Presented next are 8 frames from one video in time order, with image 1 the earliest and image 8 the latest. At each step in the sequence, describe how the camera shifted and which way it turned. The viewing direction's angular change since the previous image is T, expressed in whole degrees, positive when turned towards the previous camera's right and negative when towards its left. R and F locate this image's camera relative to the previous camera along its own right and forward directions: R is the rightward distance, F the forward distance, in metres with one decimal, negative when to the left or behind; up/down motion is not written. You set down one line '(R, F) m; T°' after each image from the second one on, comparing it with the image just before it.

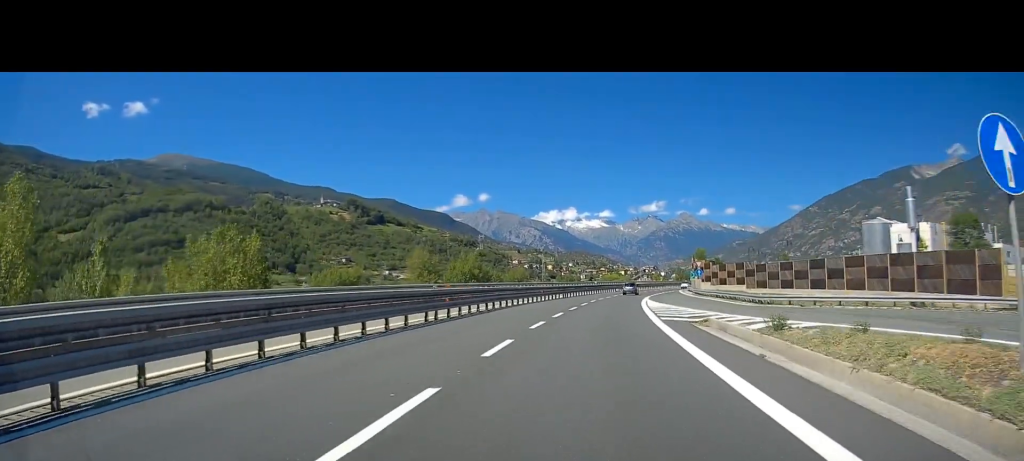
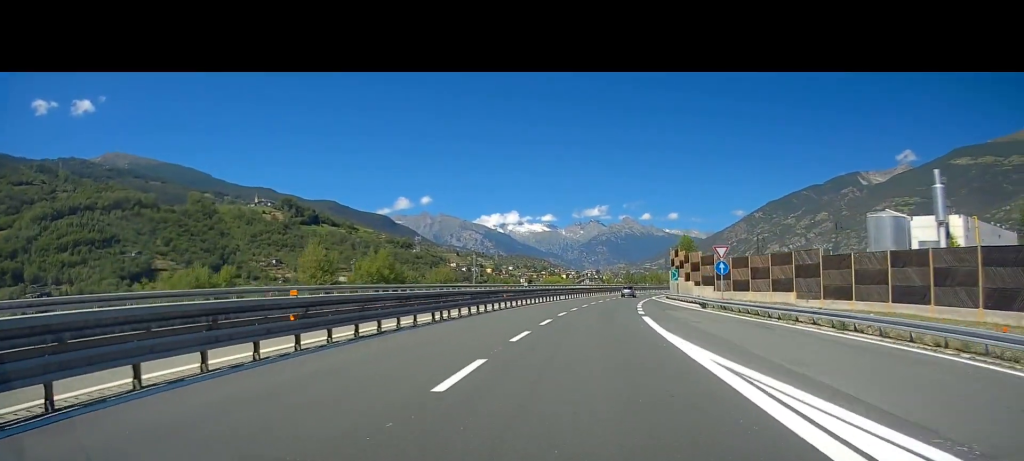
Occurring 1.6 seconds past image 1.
(+2.0, +41.5) m; +5°
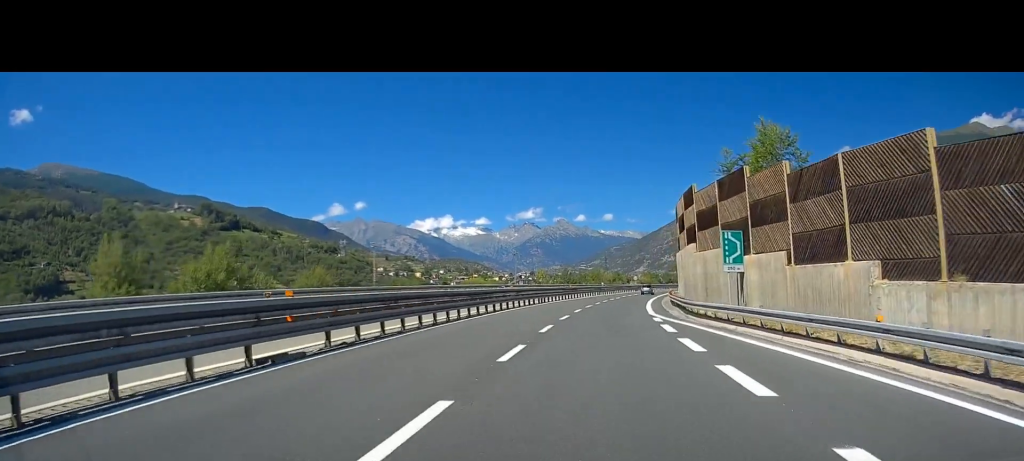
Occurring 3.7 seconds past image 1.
(+3.4, +61.2) m; +6°
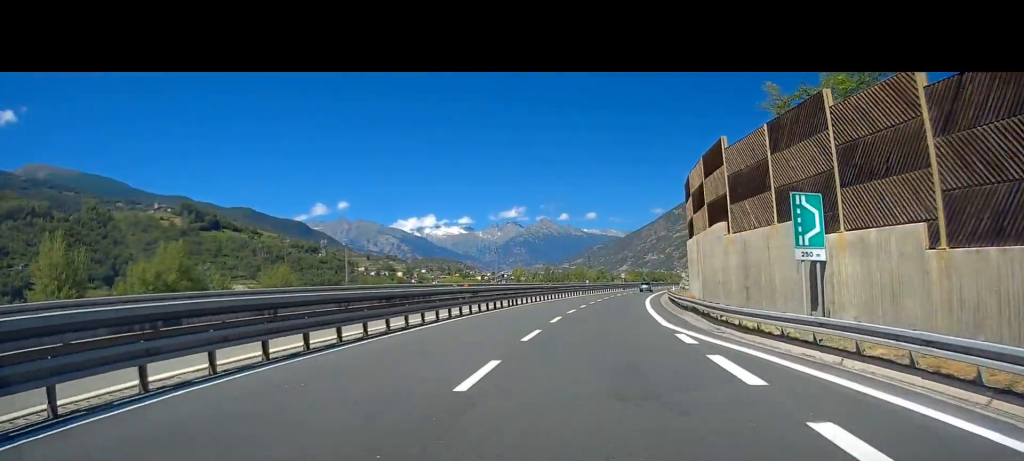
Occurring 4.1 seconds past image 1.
(+0.1, +11.6) m; +1°
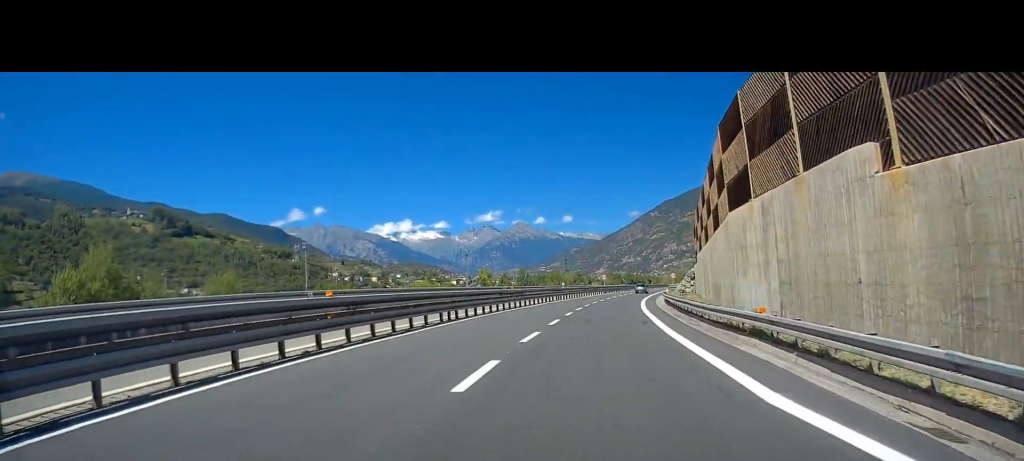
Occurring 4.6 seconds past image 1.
(+0.1, +13.5) m; +1°
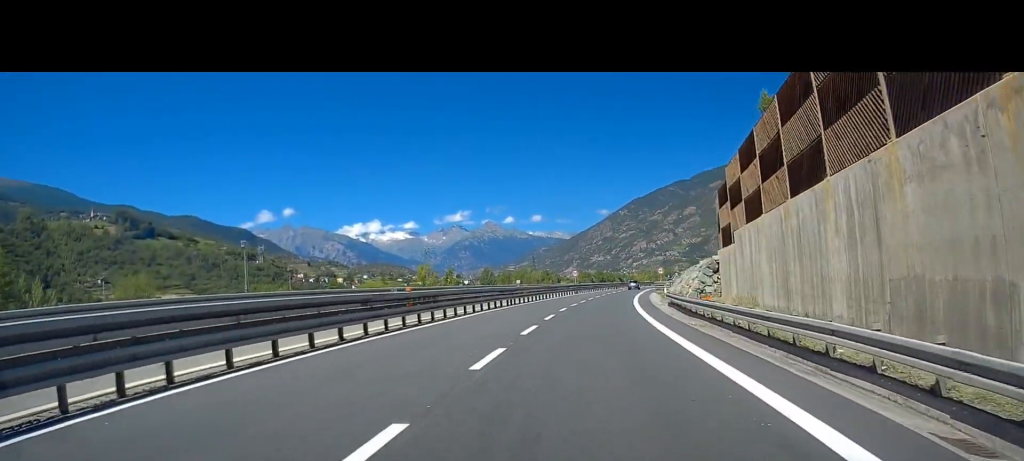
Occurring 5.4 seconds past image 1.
(+0.2, +17.9) m; +2°
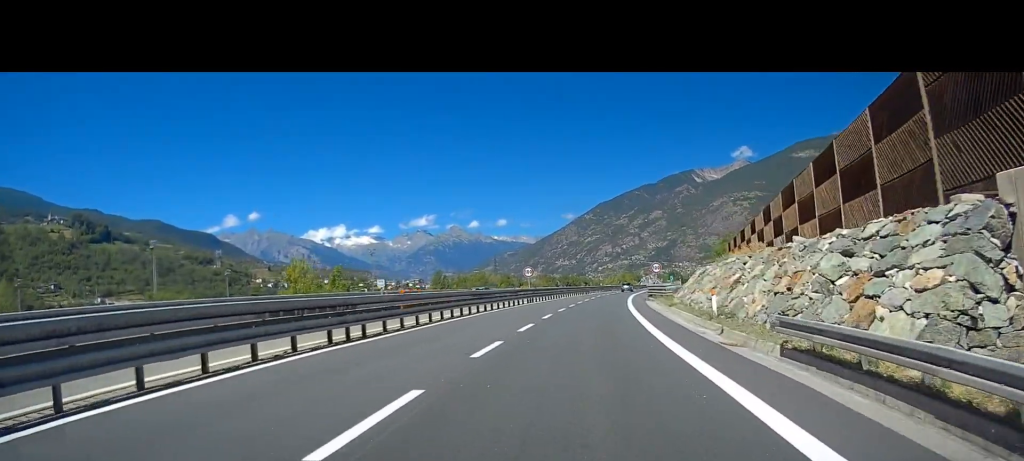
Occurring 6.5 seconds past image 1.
(+0.9, +23.4) m; +5°
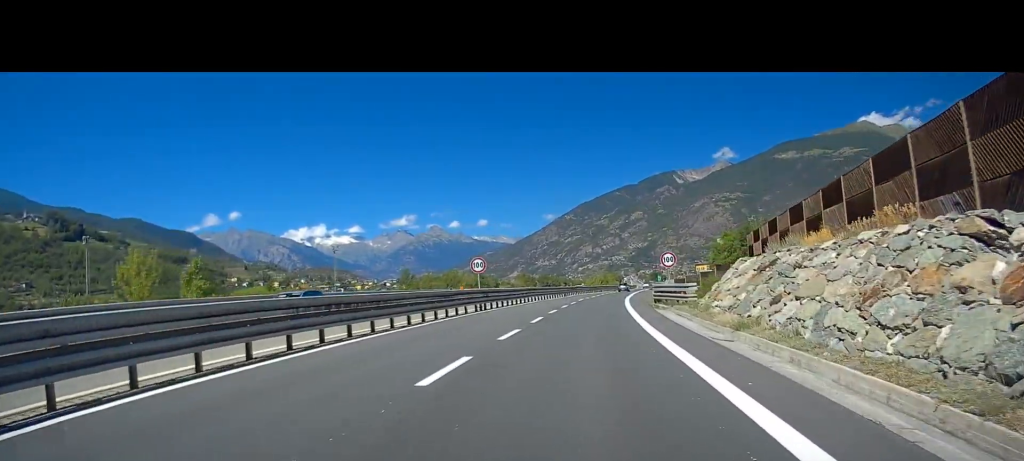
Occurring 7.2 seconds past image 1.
(+0.3, +16.0) m; +3°
